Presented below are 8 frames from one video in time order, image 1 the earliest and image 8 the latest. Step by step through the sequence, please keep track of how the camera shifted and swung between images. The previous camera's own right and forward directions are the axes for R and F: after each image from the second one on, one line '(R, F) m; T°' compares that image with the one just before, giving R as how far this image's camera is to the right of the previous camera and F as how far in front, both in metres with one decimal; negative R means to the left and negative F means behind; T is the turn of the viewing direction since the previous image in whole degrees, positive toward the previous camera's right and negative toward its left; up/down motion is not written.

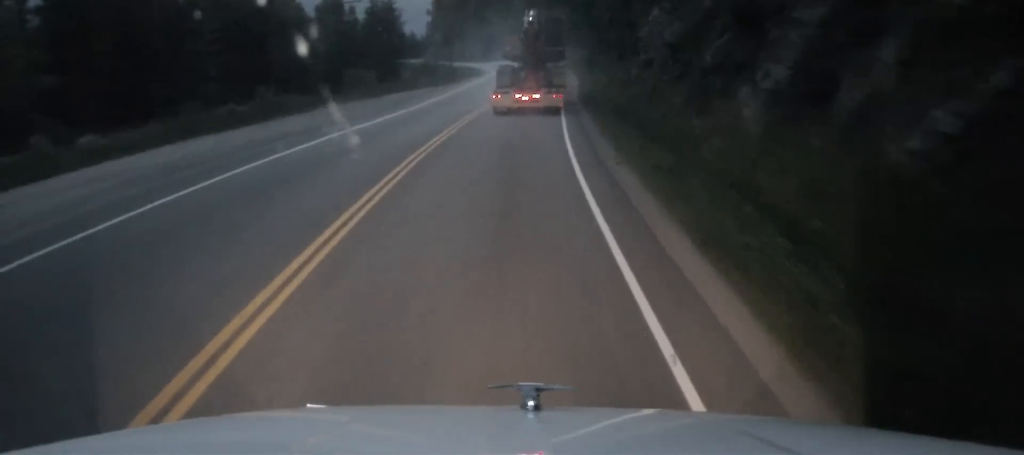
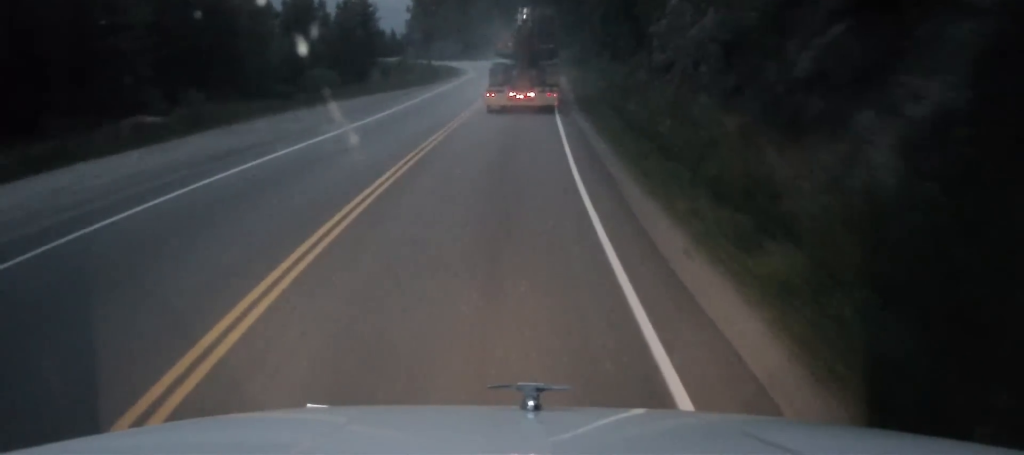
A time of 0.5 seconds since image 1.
(0.0, +9.0) m; 0°
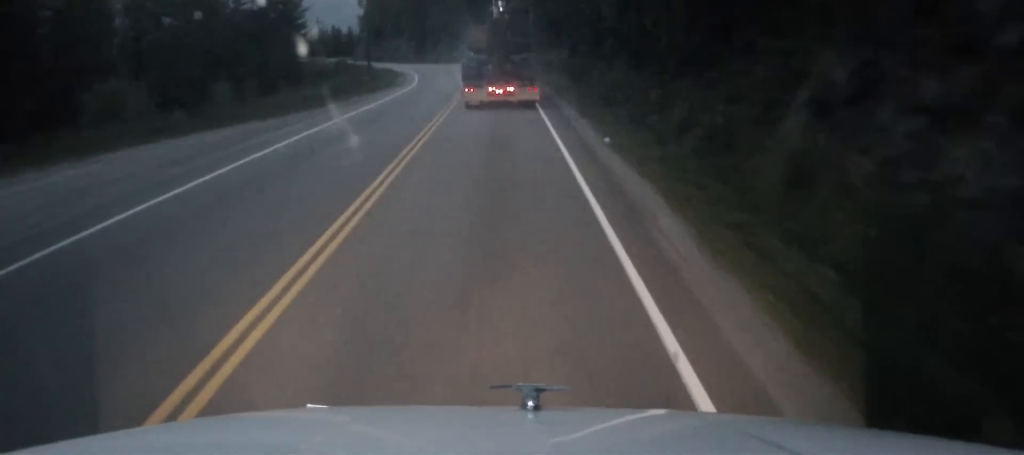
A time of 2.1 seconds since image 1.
(0.0, +31.4) m; 0°
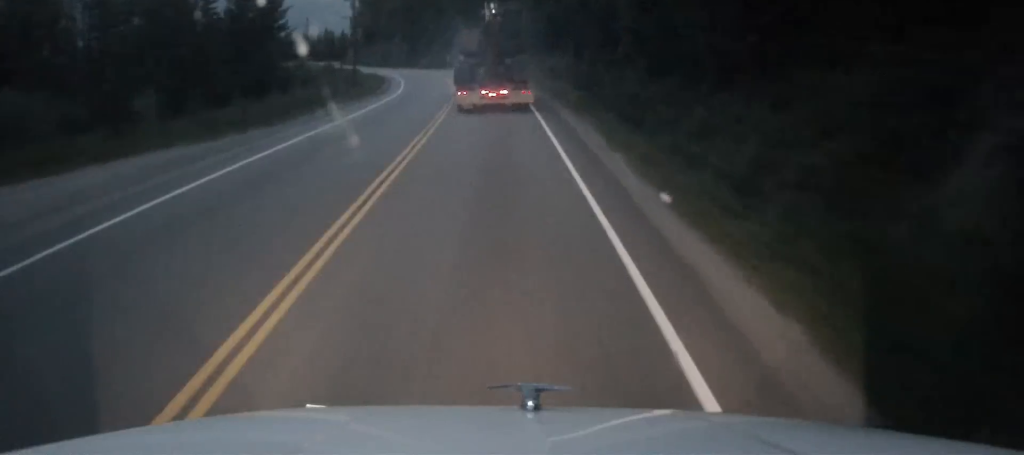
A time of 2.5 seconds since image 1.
(0.0, +8.3) m; 0°
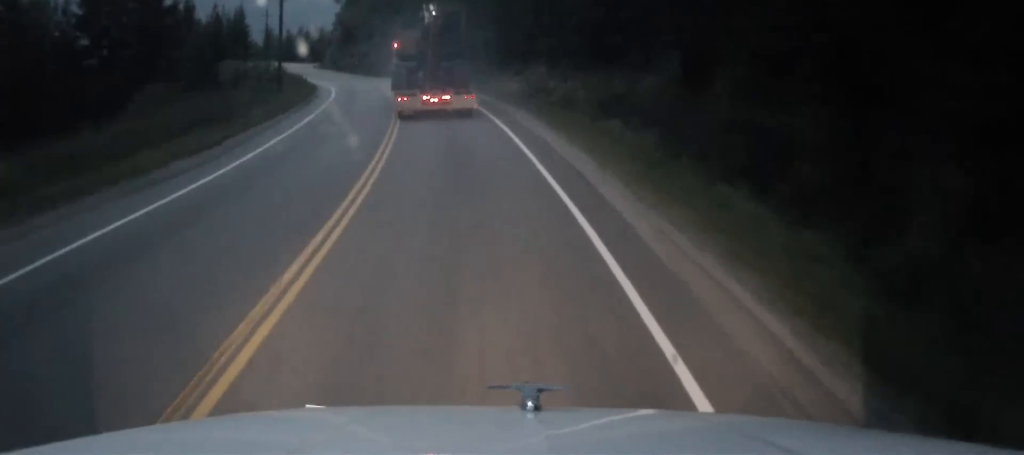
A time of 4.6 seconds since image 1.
(0.0, +39.3) m; 0°
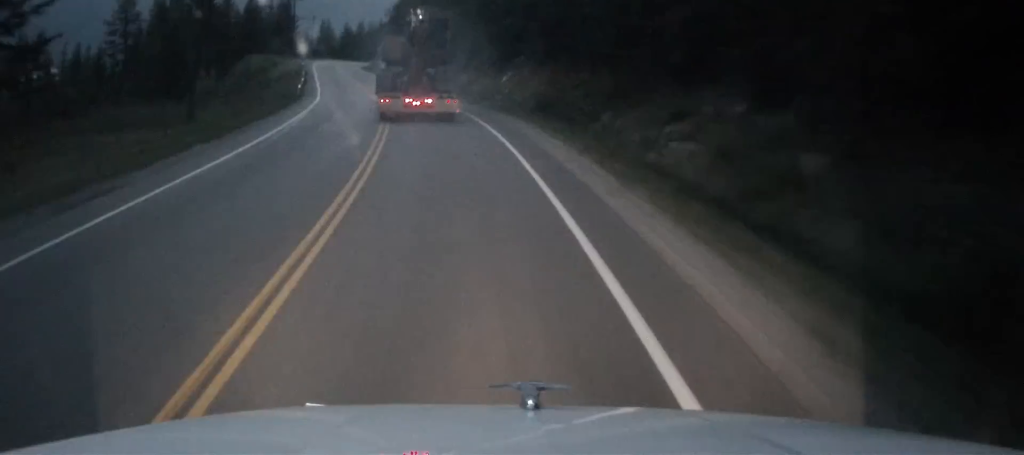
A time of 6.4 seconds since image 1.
(-0.4, +33.6) m; -2°
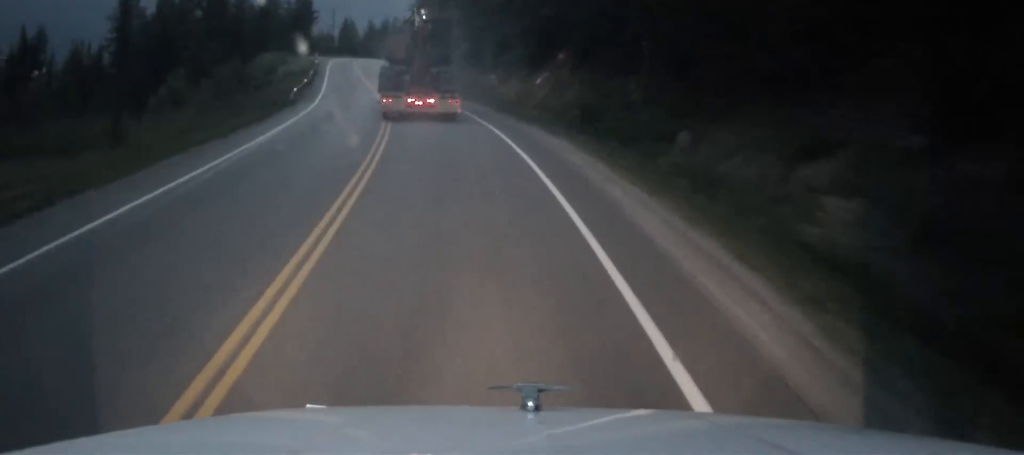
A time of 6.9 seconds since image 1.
(-0.1, +9.9) m; -2°
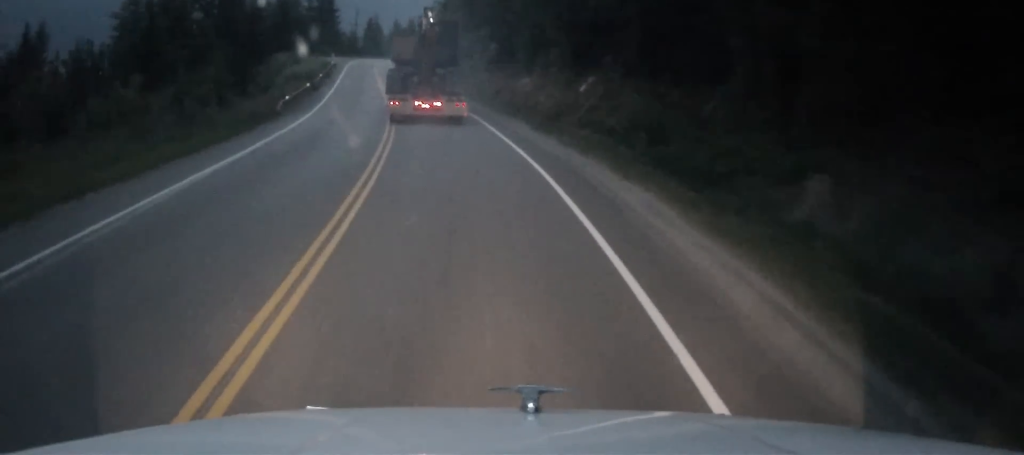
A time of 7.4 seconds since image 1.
(+0.1, +9.2) m; -2°
